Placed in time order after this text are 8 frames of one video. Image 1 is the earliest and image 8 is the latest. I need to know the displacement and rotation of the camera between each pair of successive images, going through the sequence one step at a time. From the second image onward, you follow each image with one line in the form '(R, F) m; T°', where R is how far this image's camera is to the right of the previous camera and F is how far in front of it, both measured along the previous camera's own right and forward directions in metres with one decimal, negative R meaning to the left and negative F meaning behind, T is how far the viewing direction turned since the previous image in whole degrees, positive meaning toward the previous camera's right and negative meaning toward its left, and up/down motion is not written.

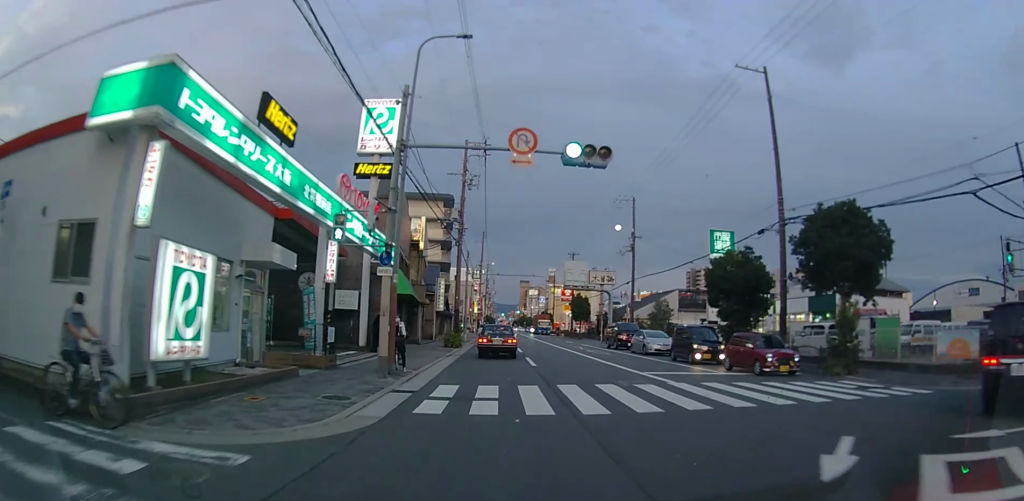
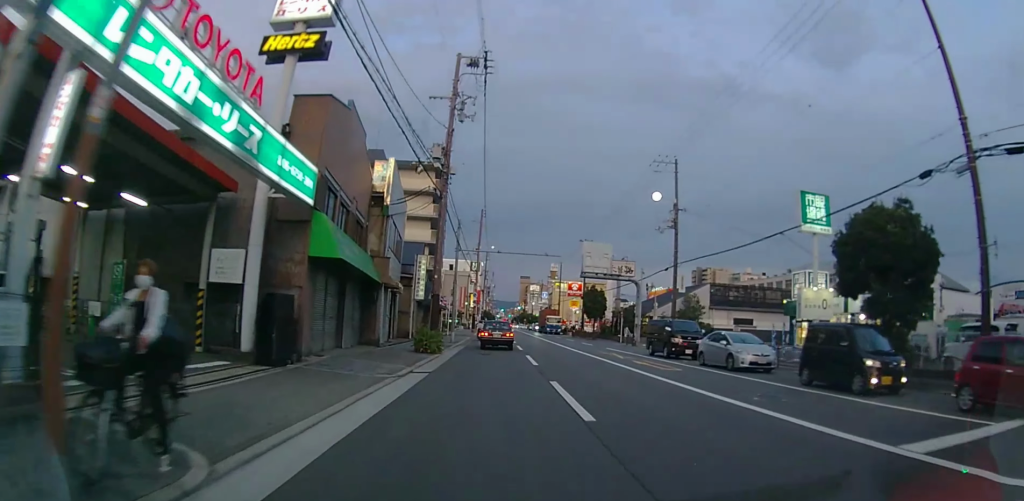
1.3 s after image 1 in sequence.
(-0.4, +11.1) m; -4°
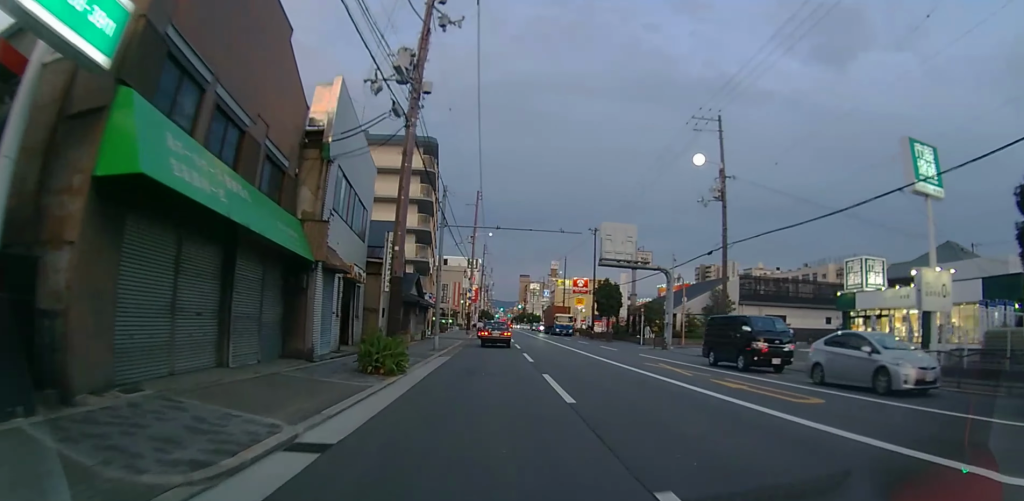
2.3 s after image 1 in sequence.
(-0.2, +8.3) m; -1°
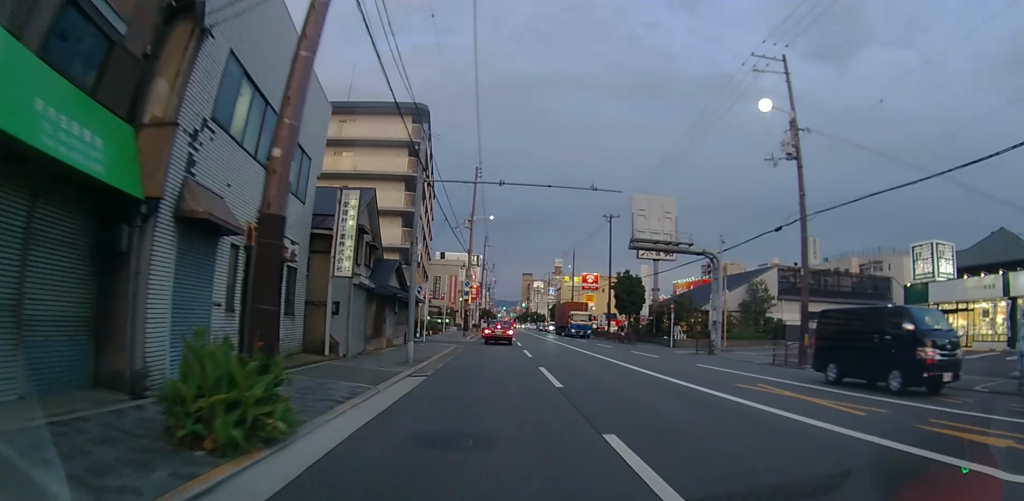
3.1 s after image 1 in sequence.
(+0.1, +7.4) m; +1°
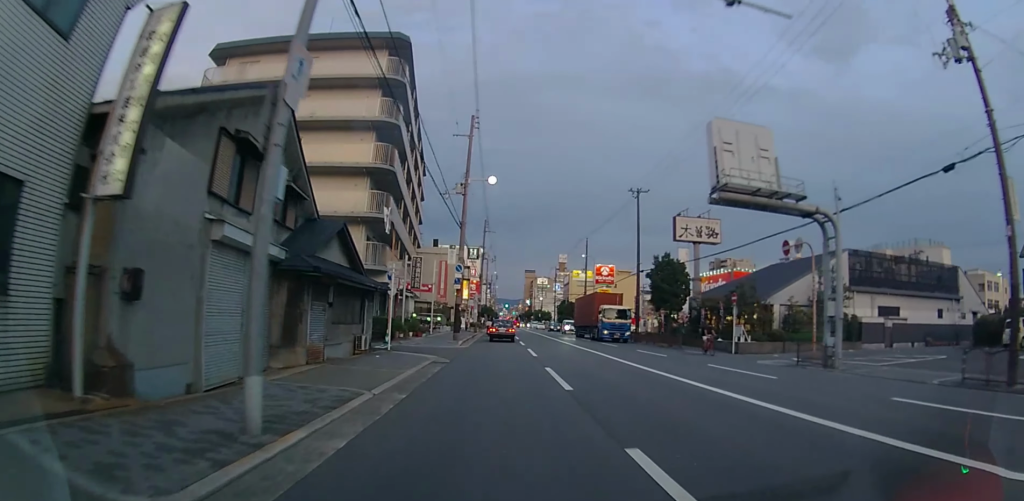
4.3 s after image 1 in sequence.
(+0.1, +10.4) m; 0°
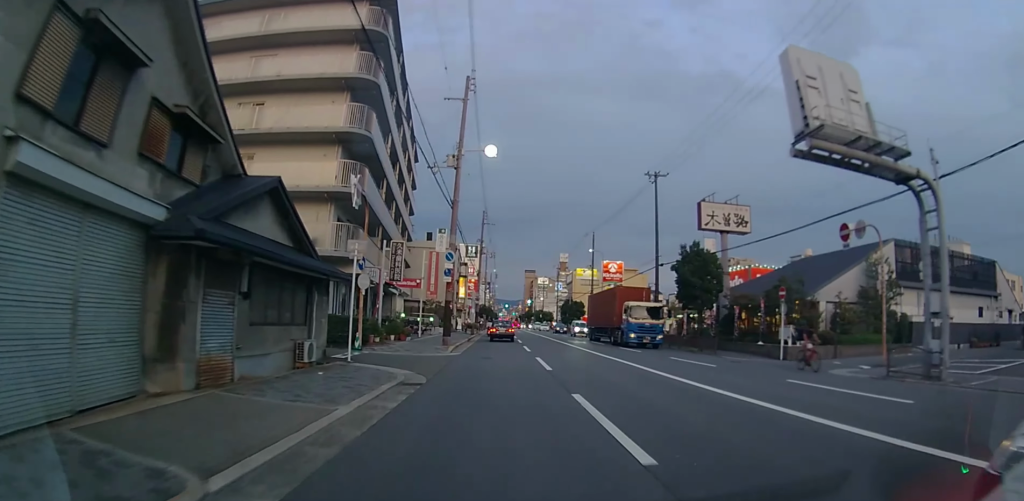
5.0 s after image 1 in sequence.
(+0.1, +5.5) m; -1°
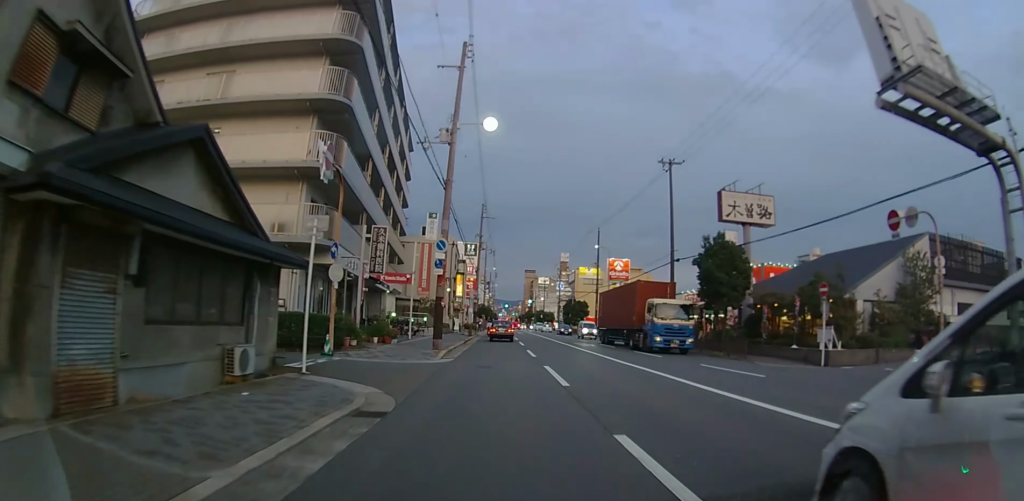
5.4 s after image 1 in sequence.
(-0.2, +3.5) m; 0°
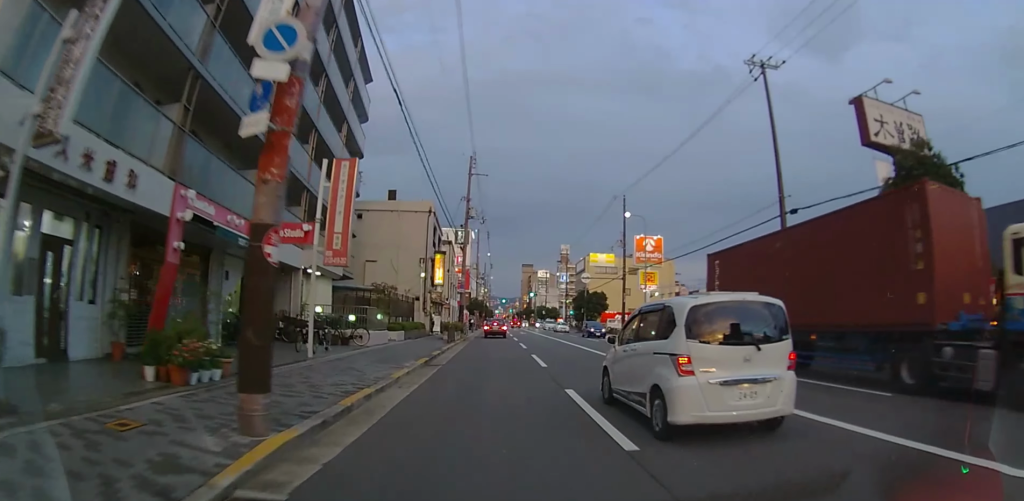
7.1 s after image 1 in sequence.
(+0.2, +15.3) m; +2°
